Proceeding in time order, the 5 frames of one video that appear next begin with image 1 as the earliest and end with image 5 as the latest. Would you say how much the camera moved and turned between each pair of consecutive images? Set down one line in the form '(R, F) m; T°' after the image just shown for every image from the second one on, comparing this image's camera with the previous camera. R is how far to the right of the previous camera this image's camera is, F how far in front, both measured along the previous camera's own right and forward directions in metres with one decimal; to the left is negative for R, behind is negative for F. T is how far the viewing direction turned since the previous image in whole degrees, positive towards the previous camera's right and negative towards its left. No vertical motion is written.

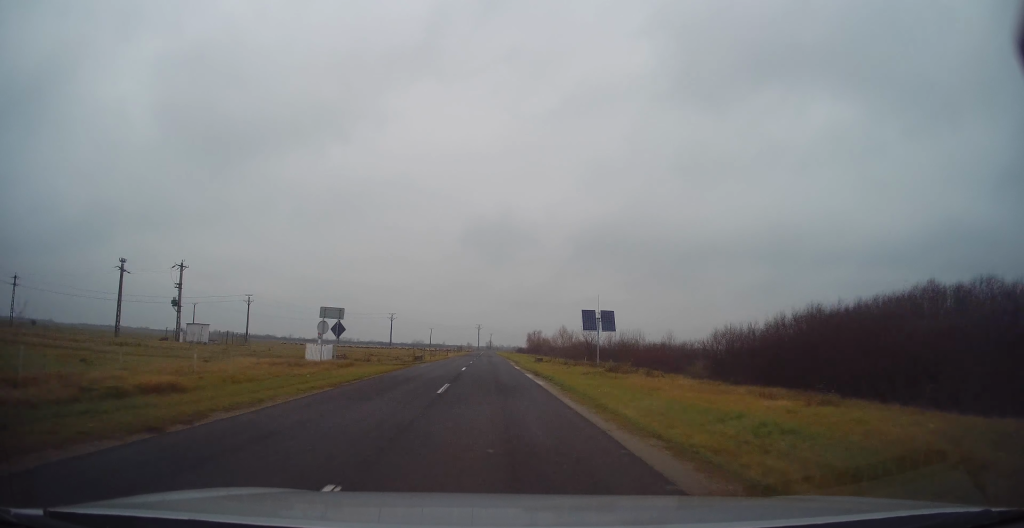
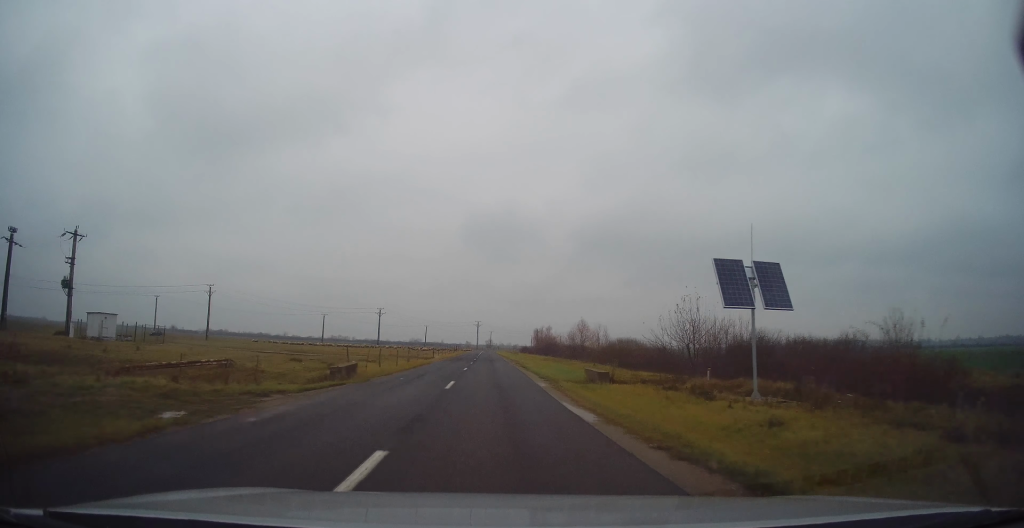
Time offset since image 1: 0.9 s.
(0.0, +22.3) m; 0°
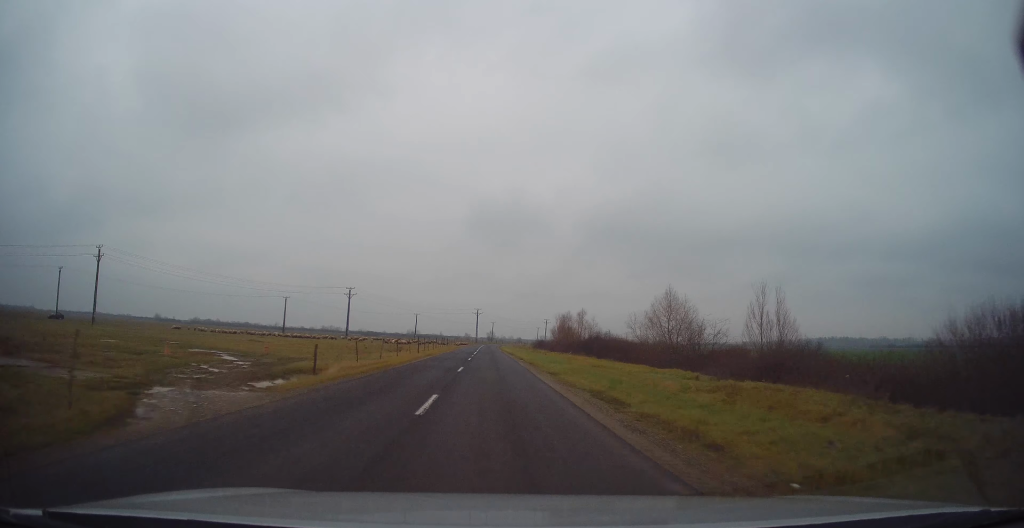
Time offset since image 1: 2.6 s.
(0.0, +41.3) m; 0°
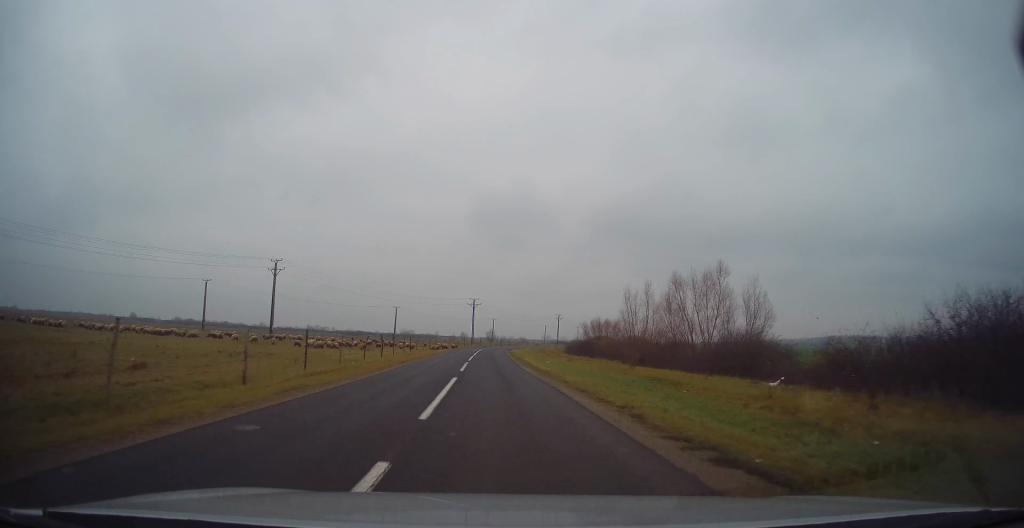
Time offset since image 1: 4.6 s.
(-0.1, +49.3) m; 0°
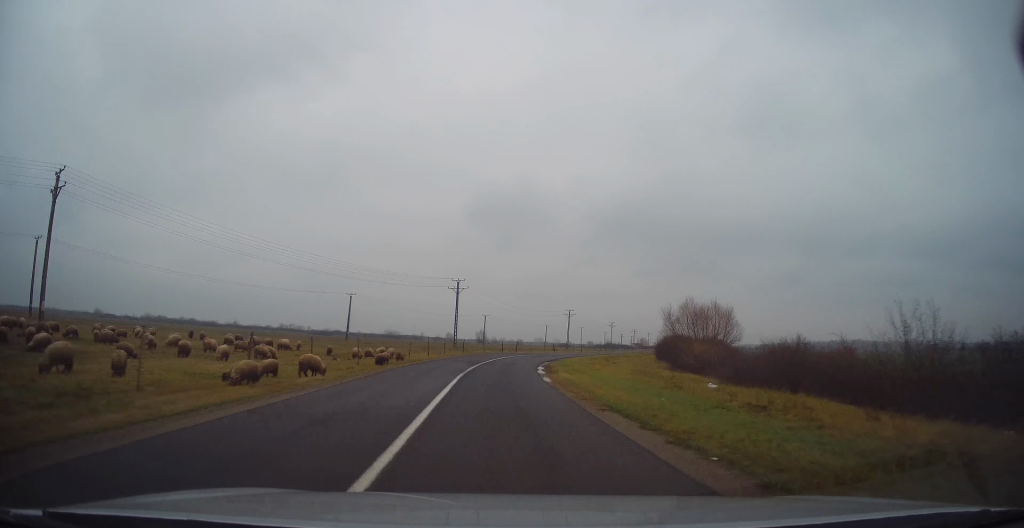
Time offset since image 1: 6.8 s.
(+0.5, +49.7) m; +2°
